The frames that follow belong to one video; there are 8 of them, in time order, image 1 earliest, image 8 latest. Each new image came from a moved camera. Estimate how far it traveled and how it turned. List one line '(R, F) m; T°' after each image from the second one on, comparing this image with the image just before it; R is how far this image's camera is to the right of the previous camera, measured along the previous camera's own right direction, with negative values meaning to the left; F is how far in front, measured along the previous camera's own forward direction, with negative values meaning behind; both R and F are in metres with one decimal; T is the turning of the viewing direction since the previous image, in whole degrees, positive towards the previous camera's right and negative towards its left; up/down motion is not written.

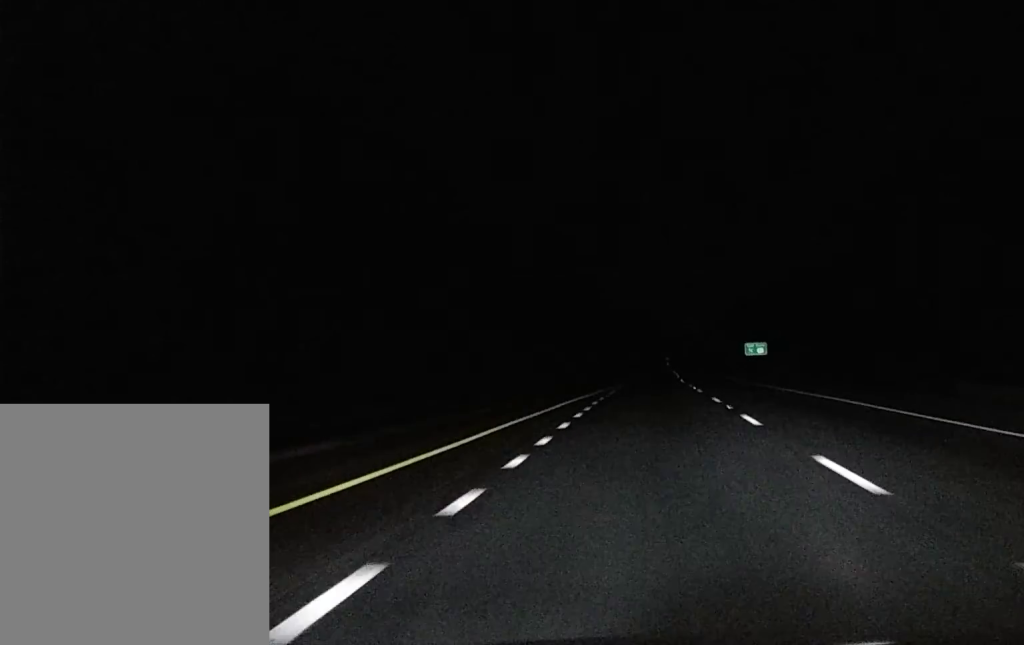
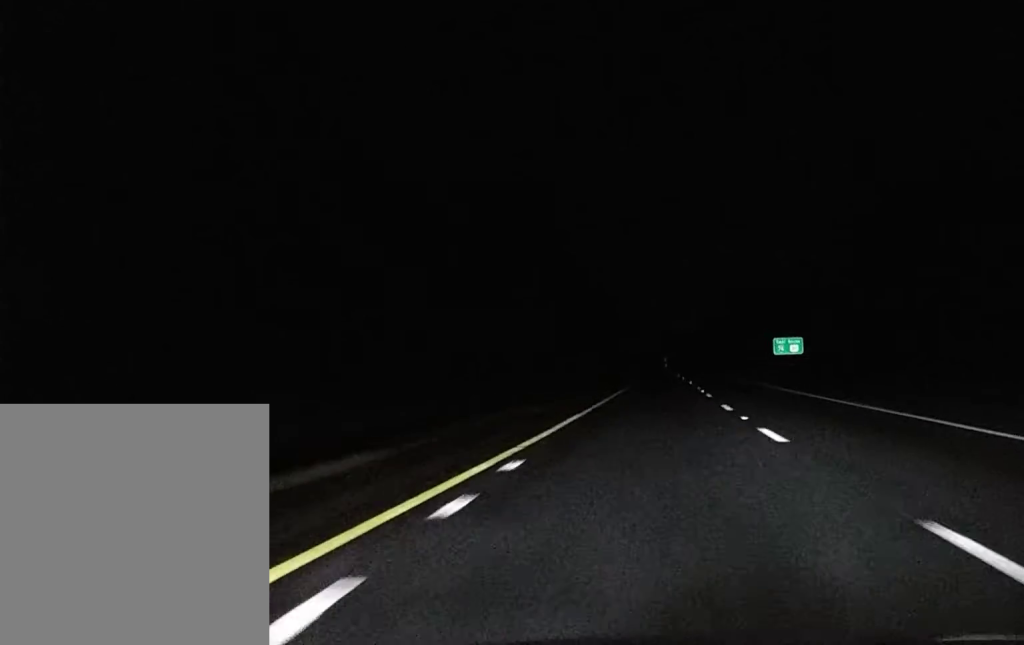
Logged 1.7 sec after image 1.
(+0.1, +53.4) m; 0°
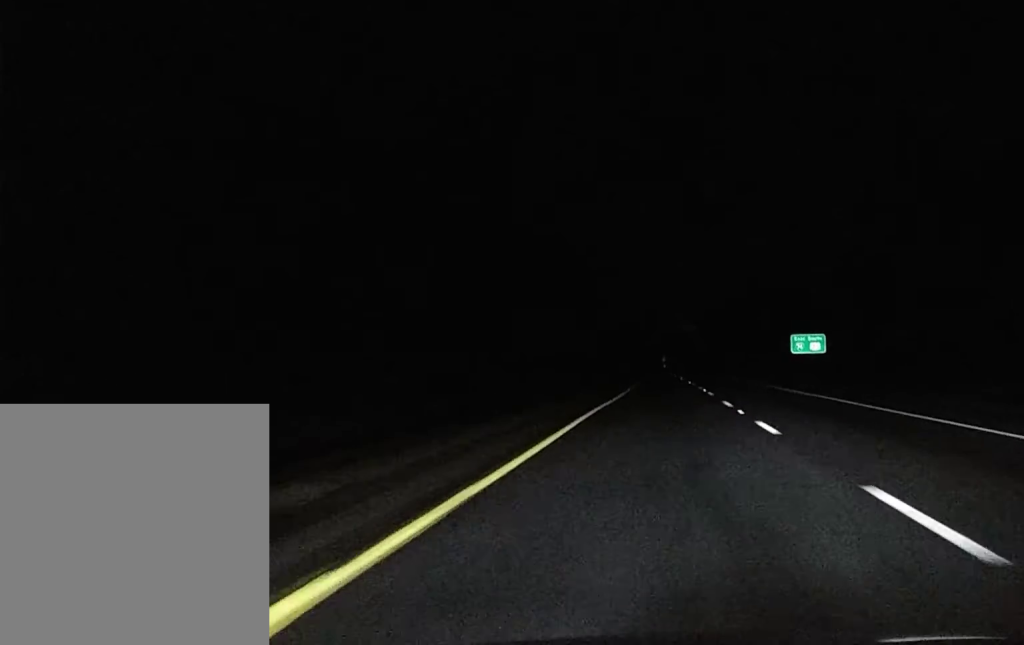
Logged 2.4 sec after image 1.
(0.0, +23.3) m; 0°
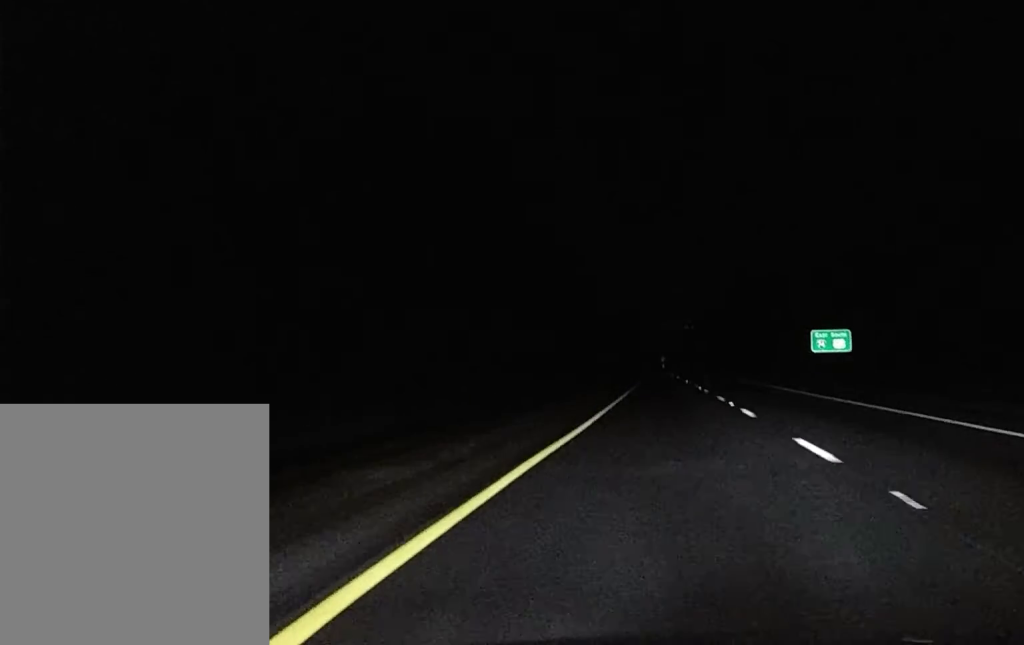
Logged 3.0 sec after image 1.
(+0.1, +21.3) m; 0°
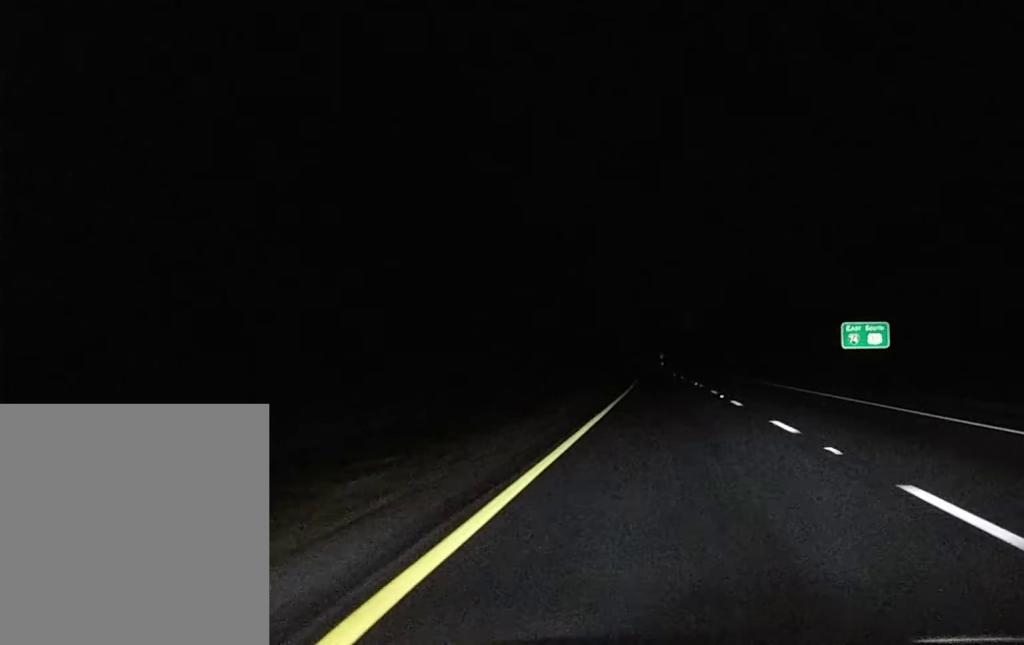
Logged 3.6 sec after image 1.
(0.0, +23.7) m; 0°
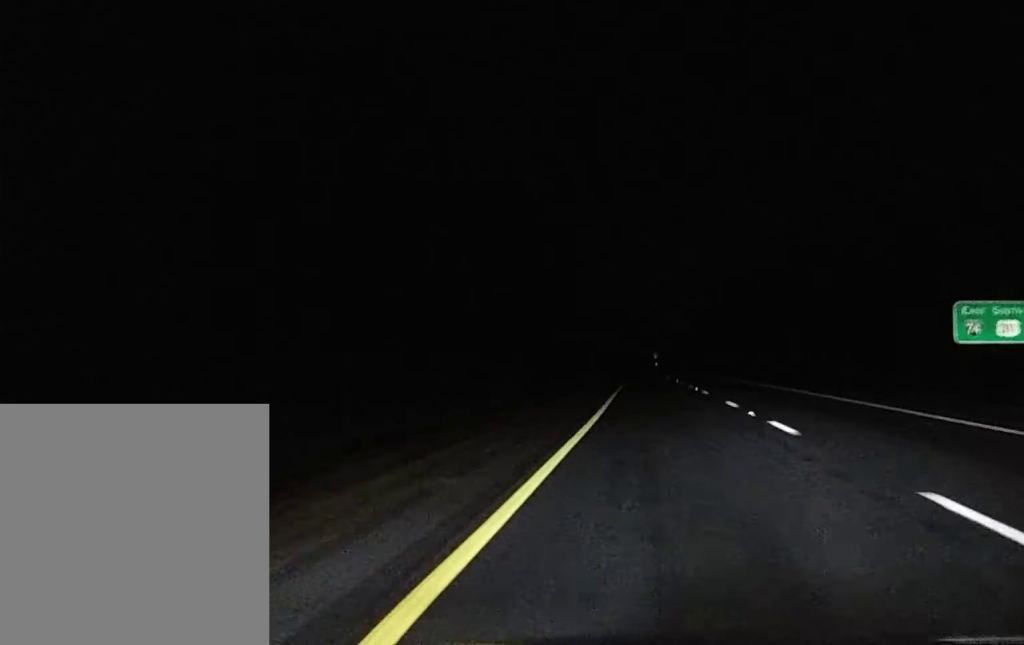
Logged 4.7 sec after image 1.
(0.0, +41.3) m; 0°
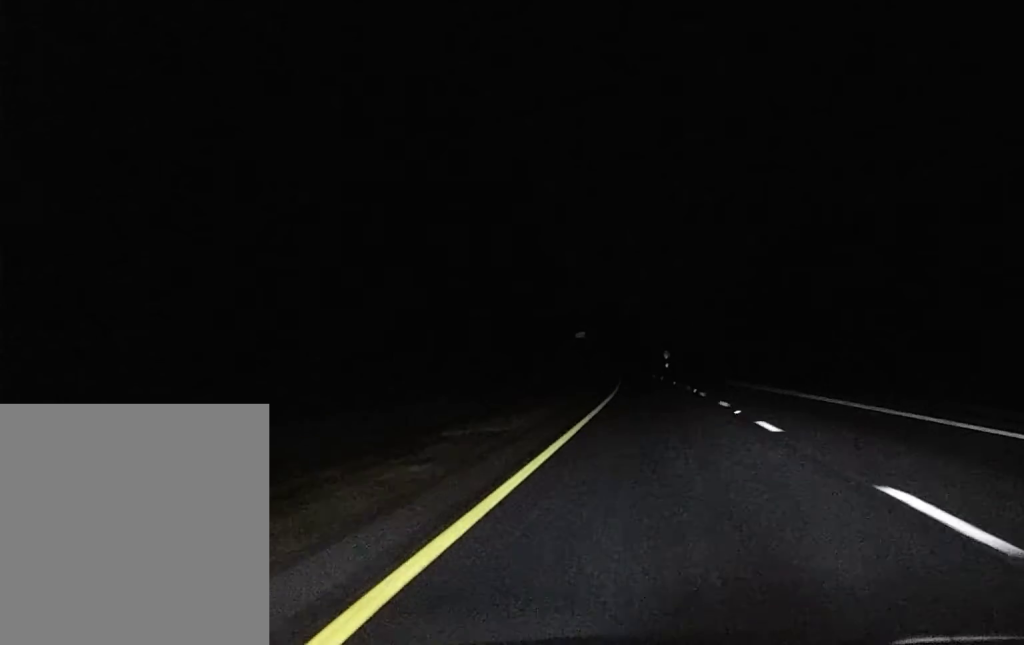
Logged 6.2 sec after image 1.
(-0.2, +51.7) m; -1°
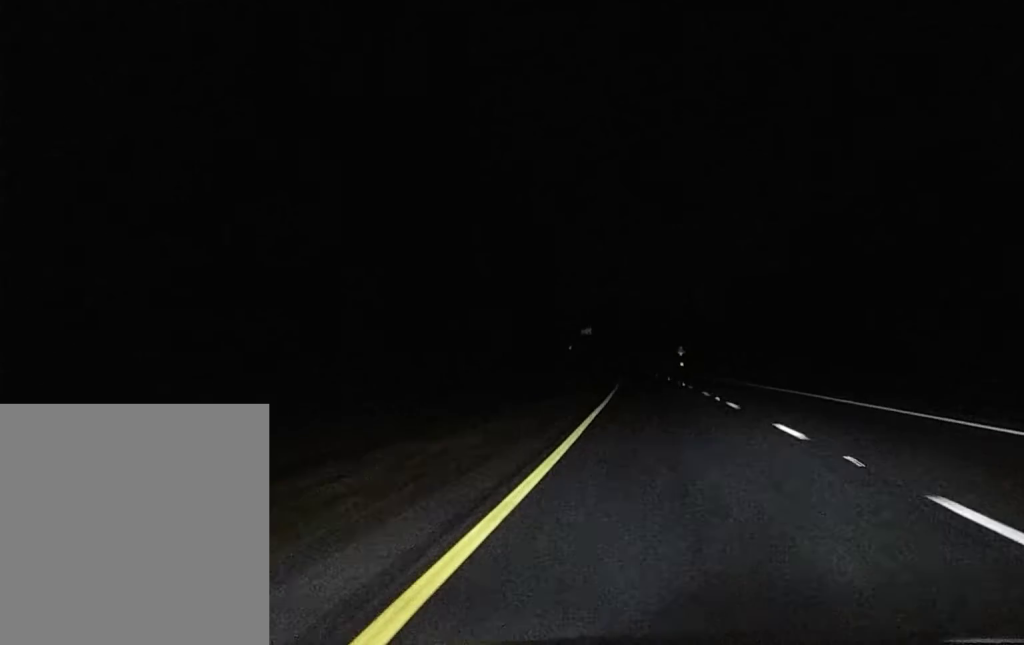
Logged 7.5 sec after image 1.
(-0.4, +40.9) m; -1°
